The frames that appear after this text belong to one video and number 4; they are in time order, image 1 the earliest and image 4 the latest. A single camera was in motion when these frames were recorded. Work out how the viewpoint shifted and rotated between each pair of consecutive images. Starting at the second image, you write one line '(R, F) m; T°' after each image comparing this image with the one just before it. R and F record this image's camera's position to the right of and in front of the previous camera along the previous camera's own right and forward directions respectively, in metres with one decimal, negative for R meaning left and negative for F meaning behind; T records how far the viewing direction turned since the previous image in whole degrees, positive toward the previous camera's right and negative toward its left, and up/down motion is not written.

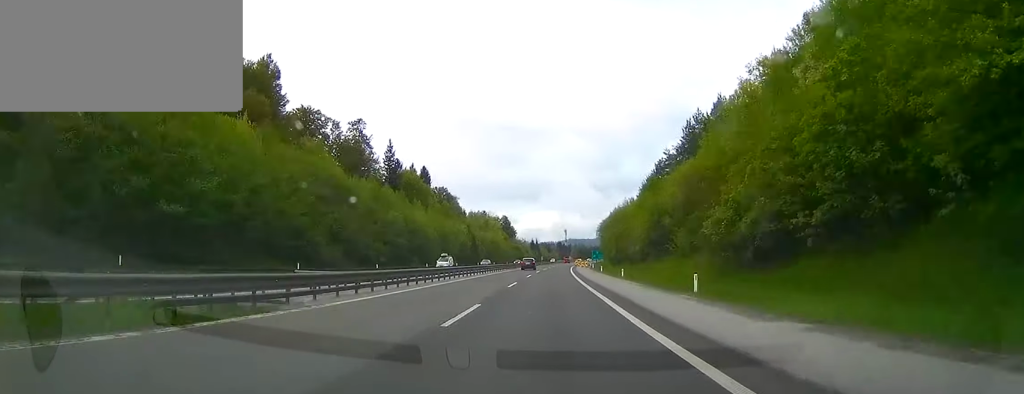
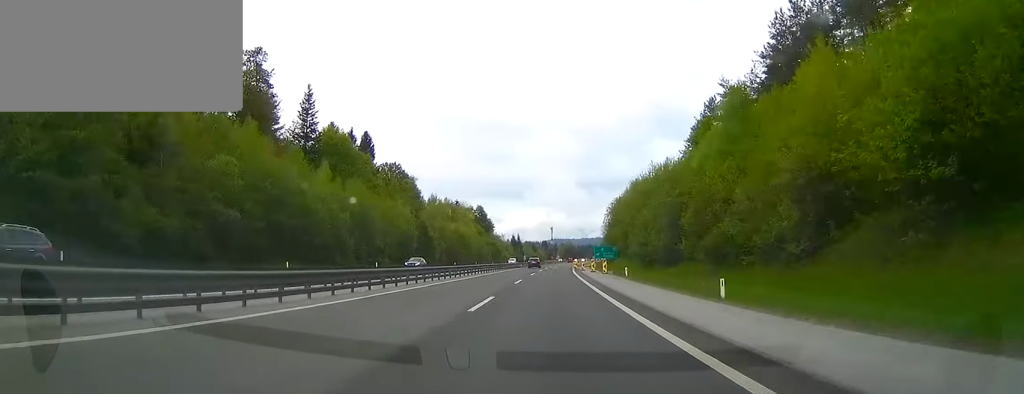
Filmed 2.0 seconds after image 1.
(+1.2, +49.5) m; +2°
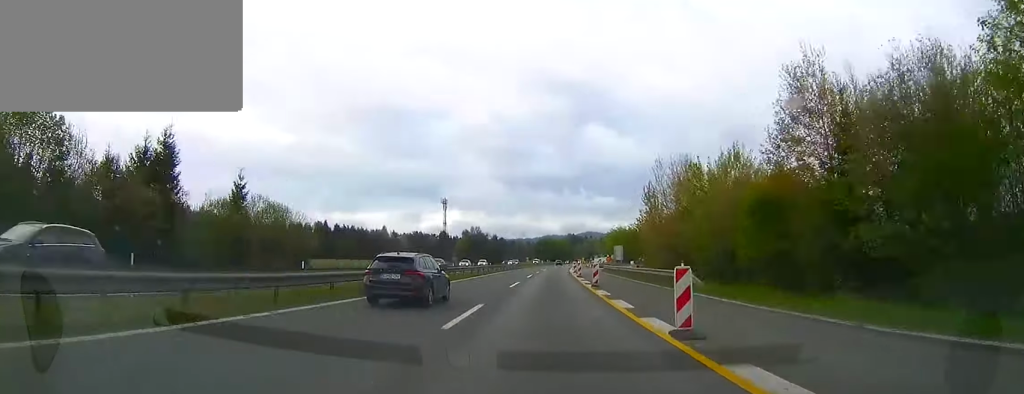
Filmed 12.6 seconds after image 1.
(+17.5, +257.3) m; +9°
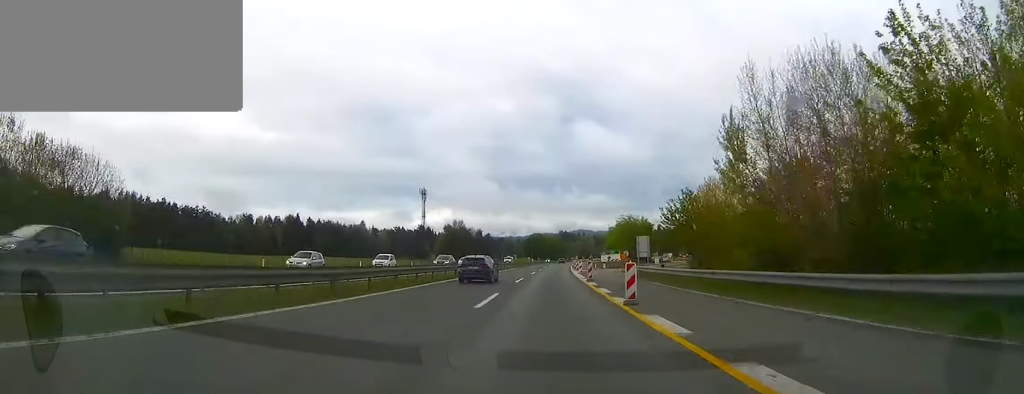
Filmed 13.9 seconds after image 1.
(+1.1, +31.9) m; +1°
